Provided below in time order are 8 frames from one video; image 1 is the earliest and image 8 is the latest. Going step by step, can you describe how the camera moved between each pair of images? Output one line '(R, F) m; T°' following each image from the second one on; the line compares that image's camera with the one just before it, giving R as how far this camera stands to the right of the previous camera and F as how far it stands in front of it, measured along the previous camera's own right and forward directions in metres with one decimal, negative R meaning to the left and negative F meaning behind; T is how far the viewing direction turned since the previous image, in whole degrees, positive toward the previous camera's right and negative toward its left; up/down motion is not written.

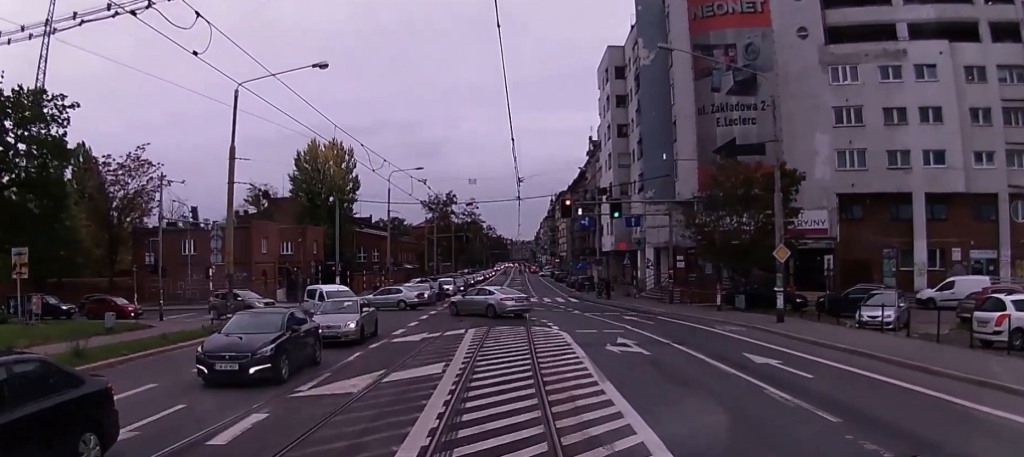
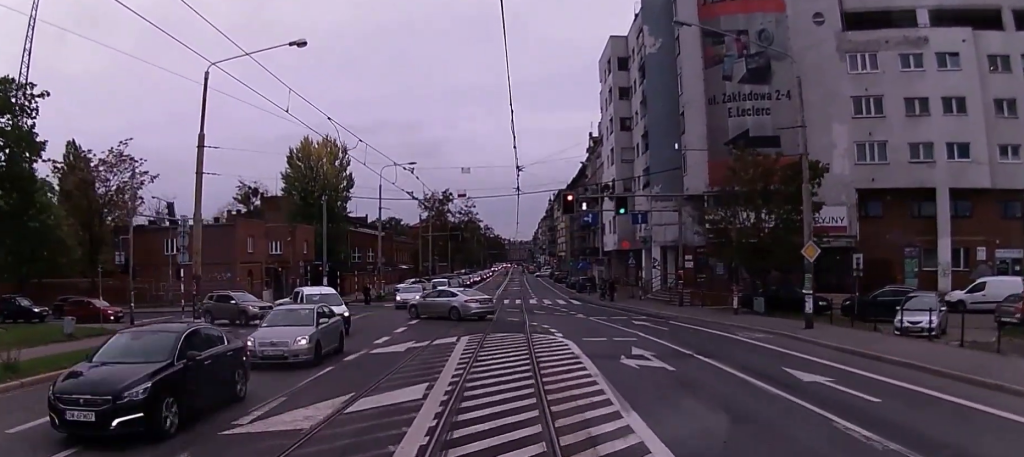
(0.0, +3.1) m; +2°
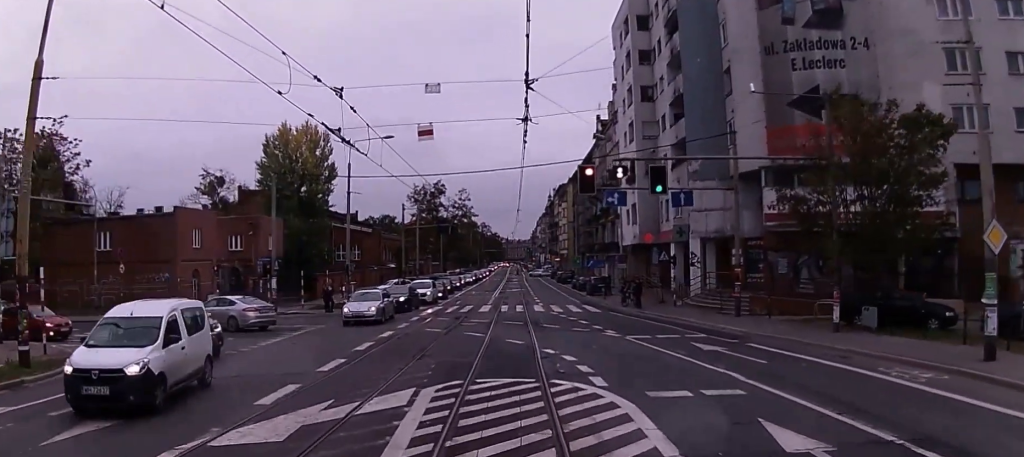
(+0.4, +10.4) m; +2°
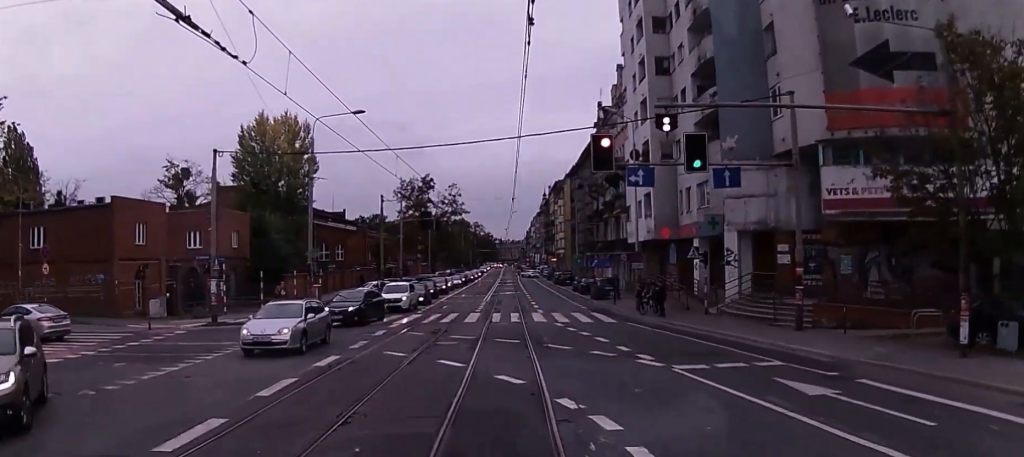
(0.0, +6.9) m; -1°
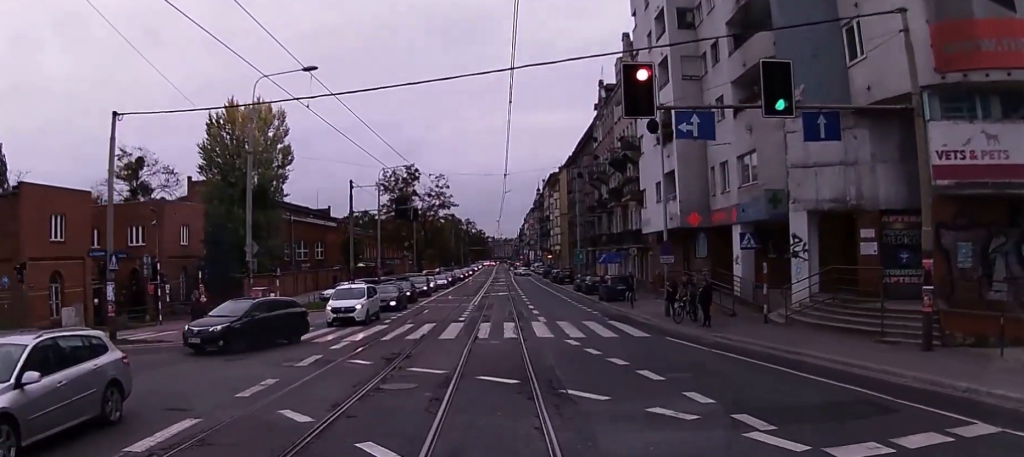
(-0.1, +7.8) m; 0°
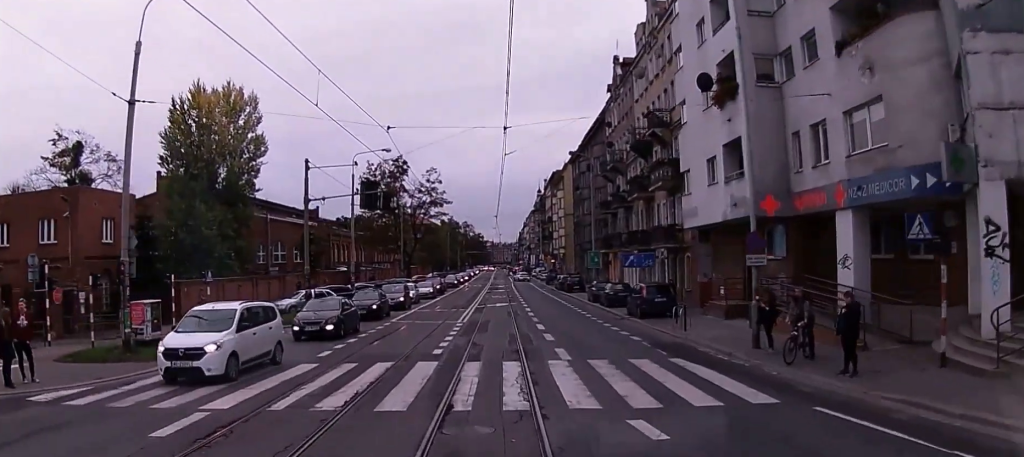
(+0.1, +10.6) m; +1°
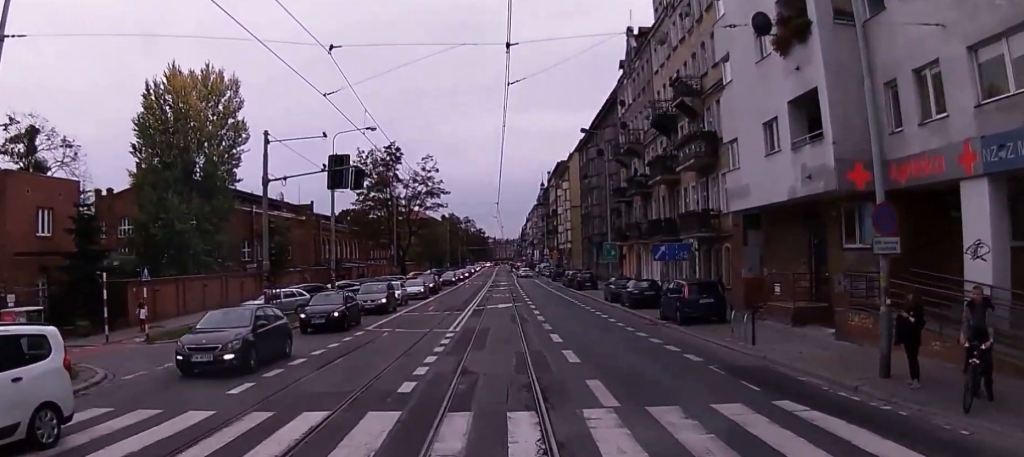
(0.0, +6.5) m; +1°
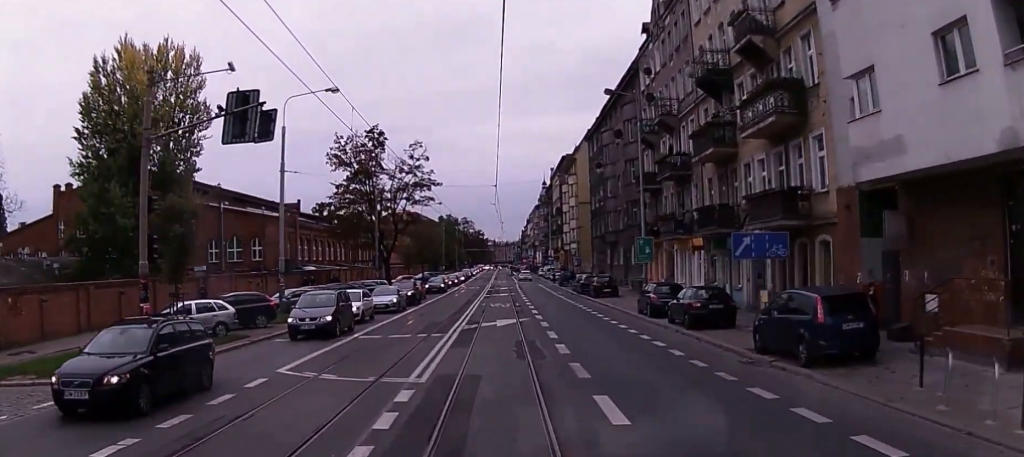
(0.0, +10.7) m; 0°
